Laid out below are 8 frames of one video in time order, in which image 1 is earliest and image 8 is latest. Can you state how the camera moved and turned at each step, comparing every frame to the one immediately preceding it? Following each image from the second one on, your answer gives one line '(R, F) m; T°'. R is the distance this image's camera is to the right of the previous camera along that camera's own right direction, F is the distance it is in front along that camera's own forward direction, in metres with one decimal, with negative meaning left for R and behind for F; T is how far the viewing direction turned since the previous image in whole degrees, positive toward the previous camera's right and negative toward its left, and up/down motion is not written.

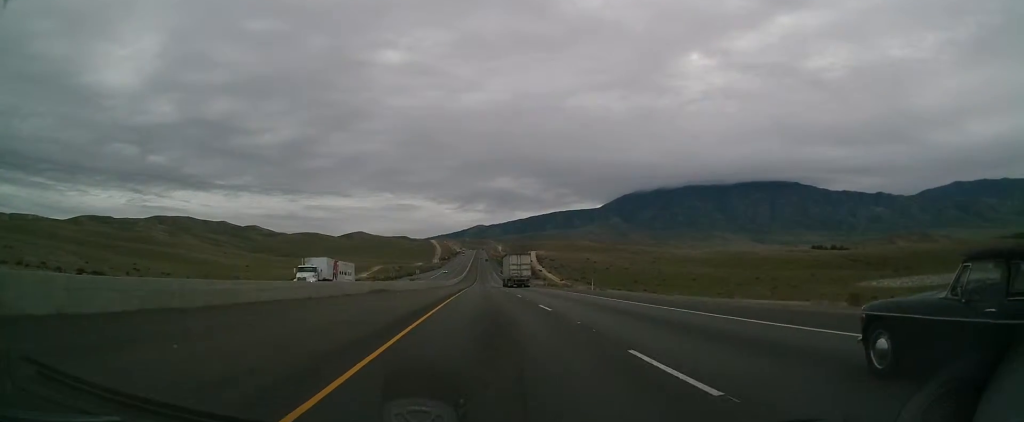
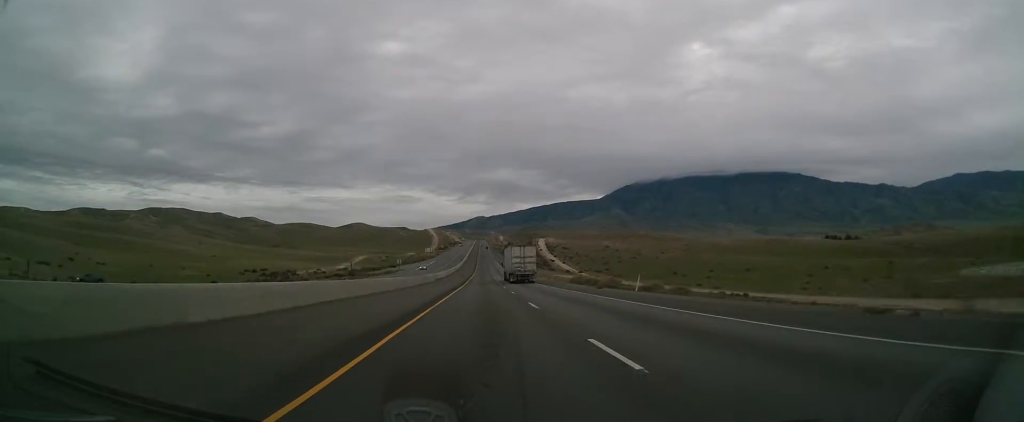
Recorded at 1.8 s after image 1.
(-0.4, +49.5) m; -1°
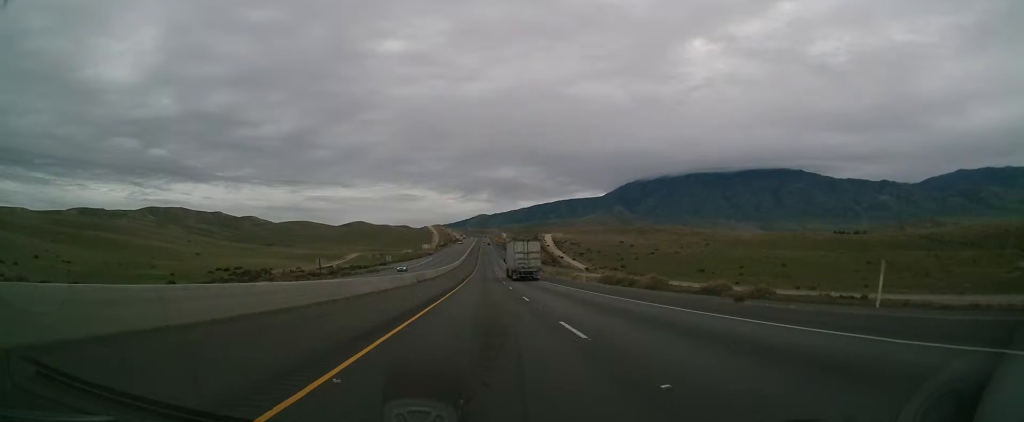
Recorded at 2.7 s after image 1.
(0.0, +23.9) m; 0°
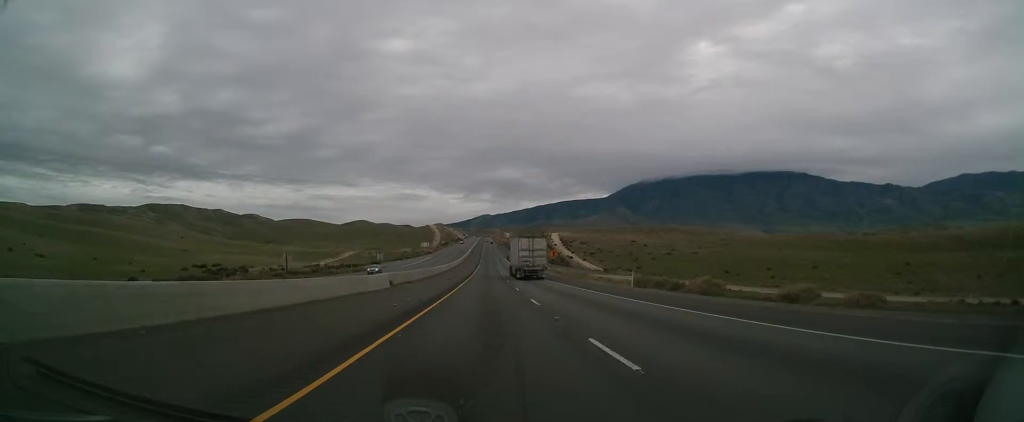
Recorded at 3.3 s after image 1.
(0.0, +17.5) m; 0°
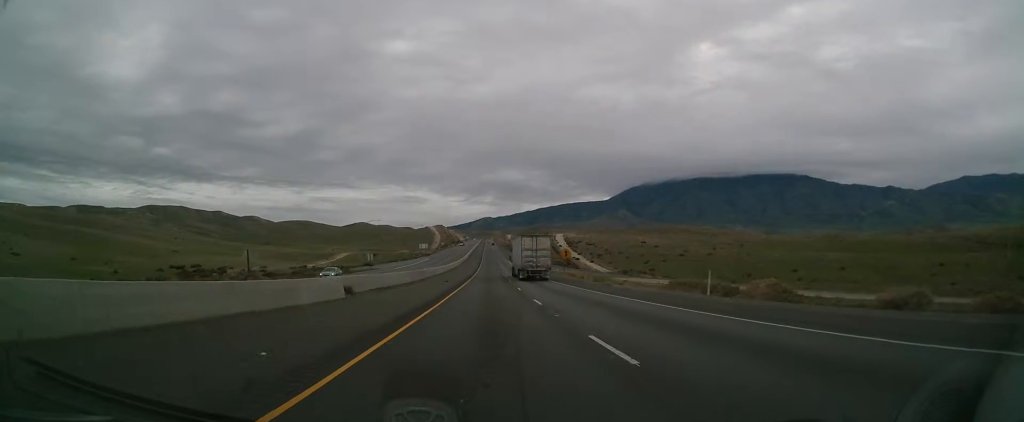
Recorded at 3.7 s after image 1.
(0.0, +13.9) m; 0°
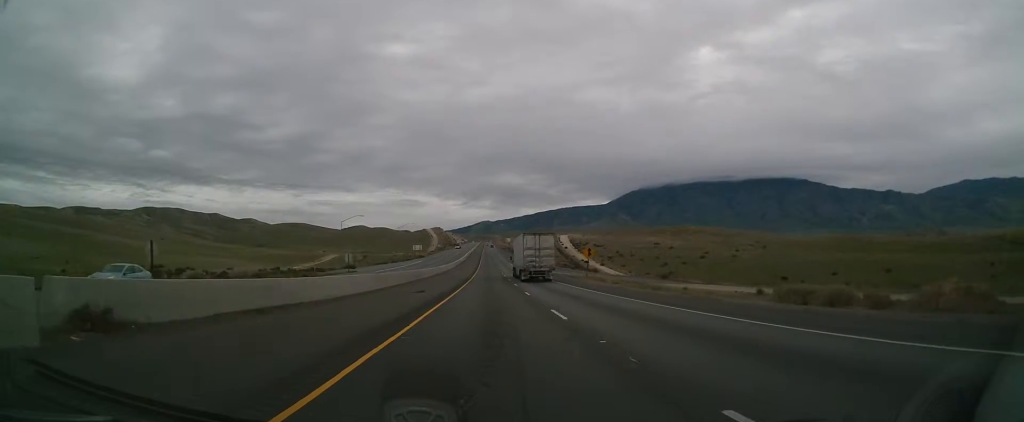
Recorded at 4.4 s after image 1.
(0.0, +20.9) m; 0°
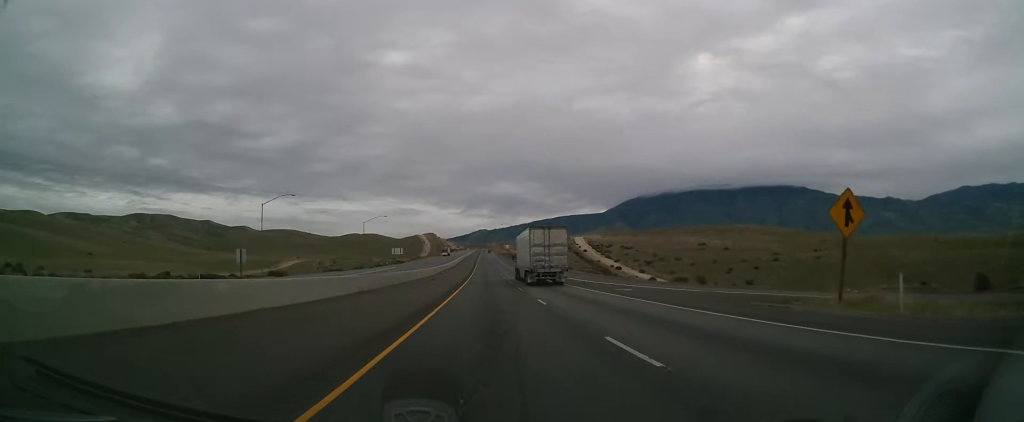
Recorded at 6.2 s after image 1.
(-0.2, +52.3) m; -1°
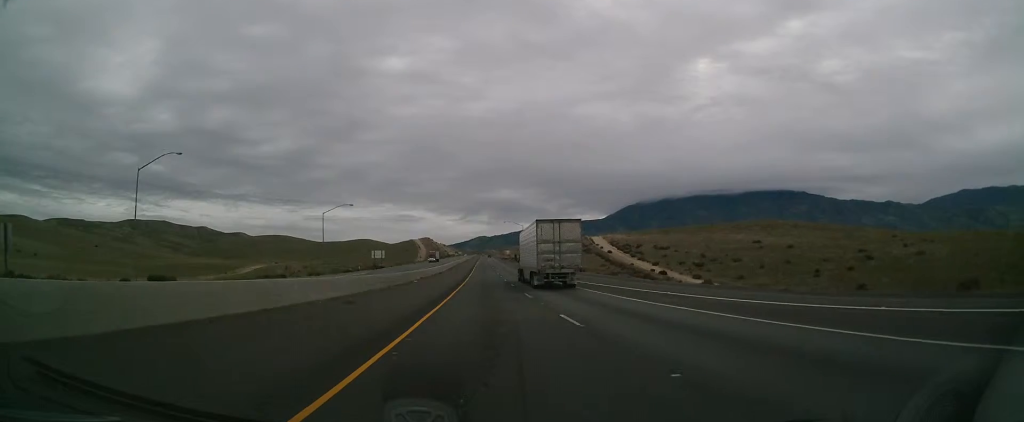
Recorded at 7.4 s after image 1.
(-0.1, +38.1) m; +1°
